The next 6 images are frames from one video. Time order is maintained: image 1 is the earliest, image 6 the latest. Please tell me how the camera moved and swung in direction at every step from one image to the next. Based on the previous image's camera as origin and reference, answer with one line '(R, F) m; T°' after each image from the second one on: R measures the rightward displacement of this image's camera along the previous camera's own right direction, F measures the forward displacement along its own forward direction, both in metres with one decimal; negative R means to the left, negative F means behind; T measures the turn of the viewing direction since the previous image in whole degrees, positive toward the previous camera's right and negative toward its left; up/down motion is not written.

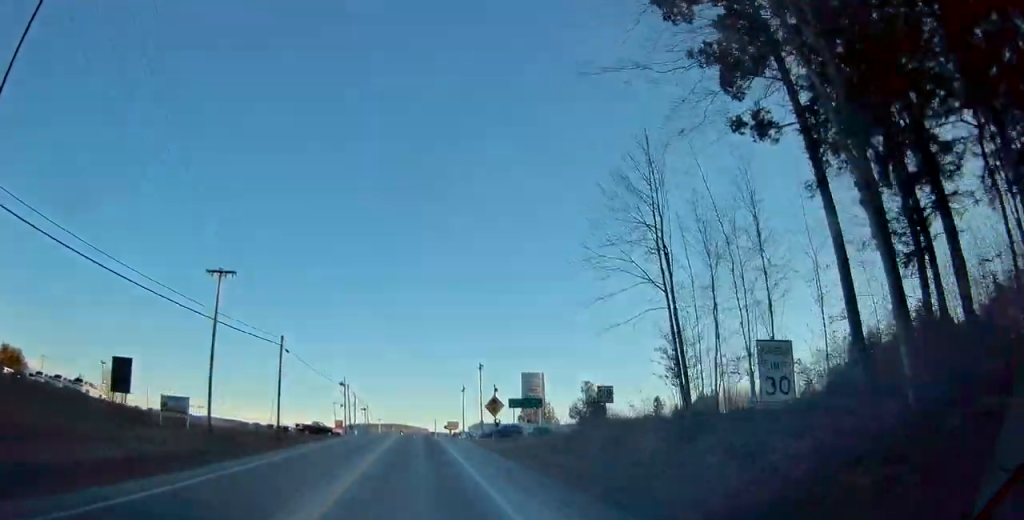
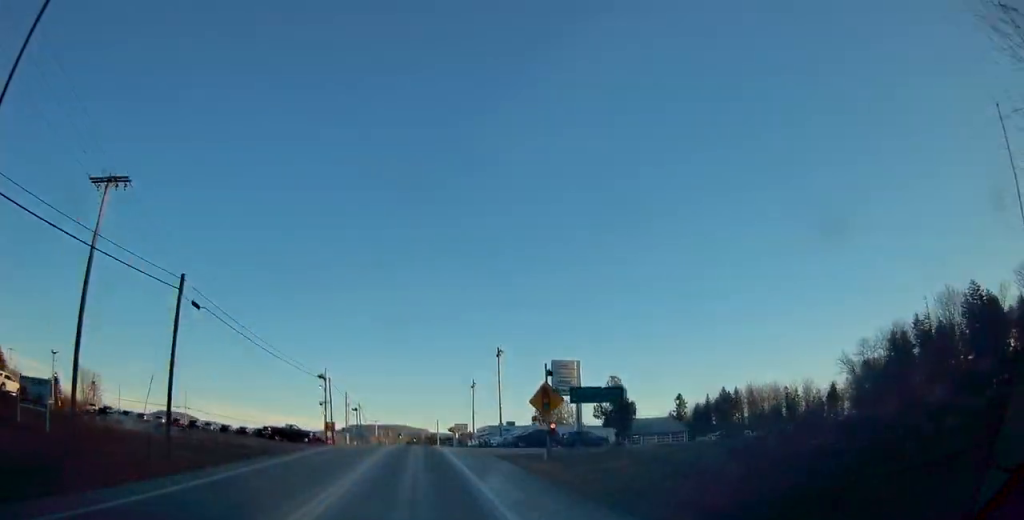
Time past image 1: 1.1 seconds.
(-0.2, +17.7) m; -1°
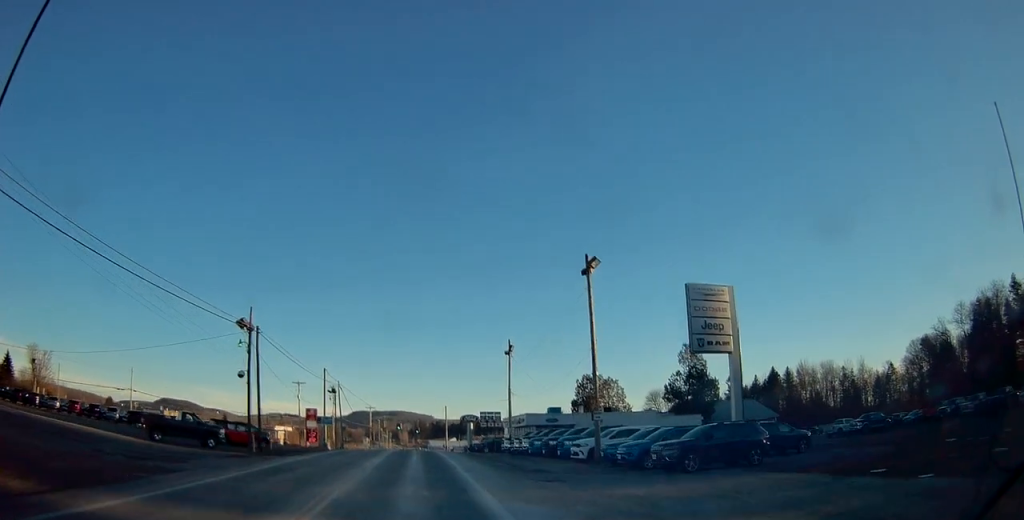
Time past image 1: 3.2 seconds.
(-0.2, +31.0) m; 0°
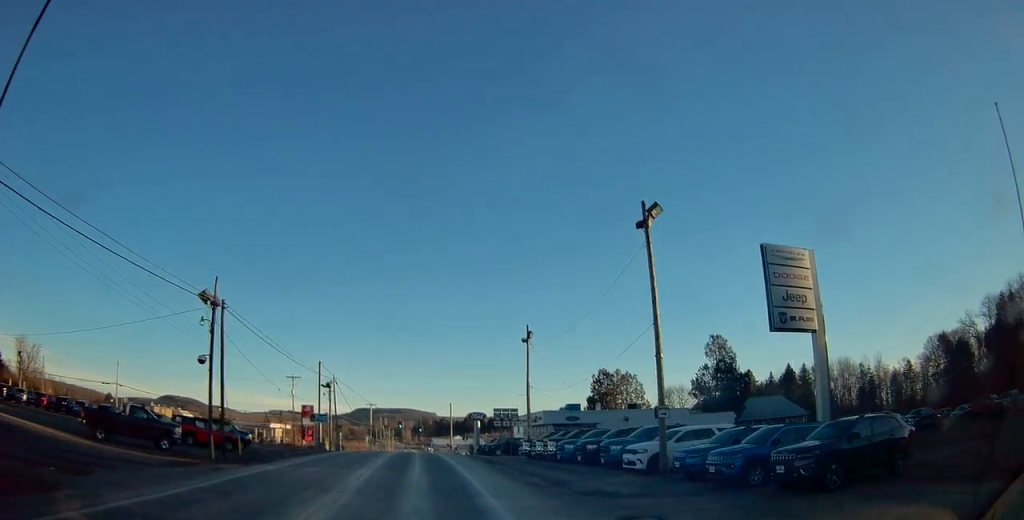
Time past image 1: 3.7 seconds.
(0.0, +7.4) m; 0°
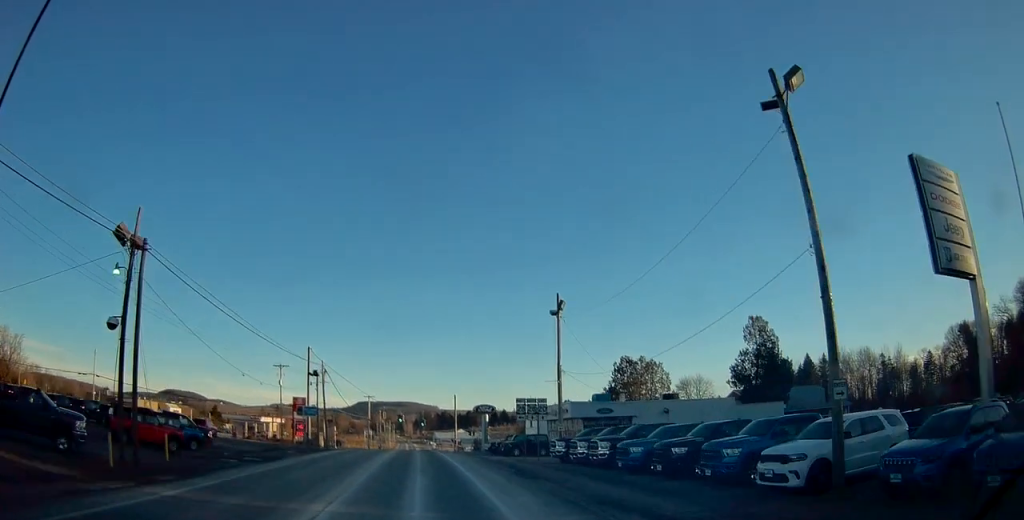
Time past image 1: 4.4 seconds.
(+0.1, +9.7) m; +1°
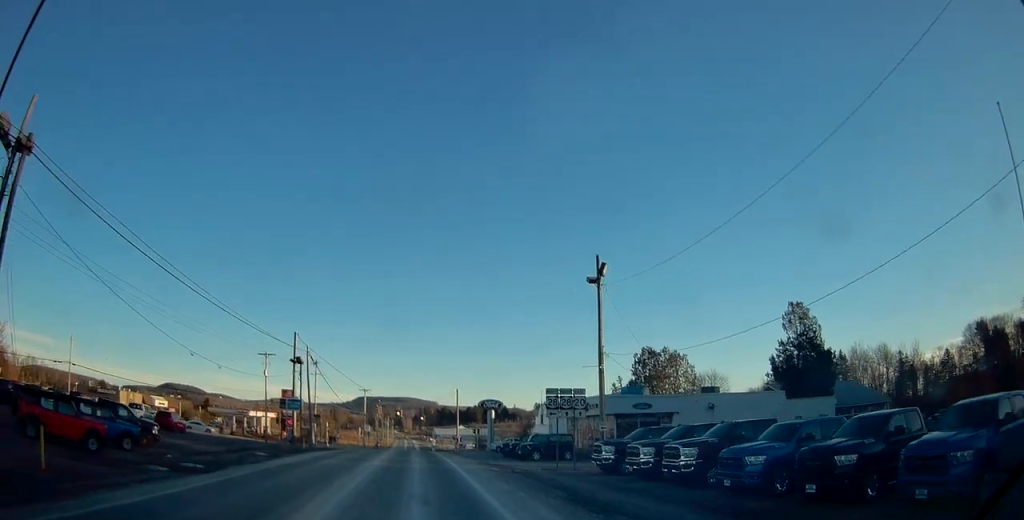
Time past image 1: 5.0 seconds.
(0.0, +8.1) m; -1°
